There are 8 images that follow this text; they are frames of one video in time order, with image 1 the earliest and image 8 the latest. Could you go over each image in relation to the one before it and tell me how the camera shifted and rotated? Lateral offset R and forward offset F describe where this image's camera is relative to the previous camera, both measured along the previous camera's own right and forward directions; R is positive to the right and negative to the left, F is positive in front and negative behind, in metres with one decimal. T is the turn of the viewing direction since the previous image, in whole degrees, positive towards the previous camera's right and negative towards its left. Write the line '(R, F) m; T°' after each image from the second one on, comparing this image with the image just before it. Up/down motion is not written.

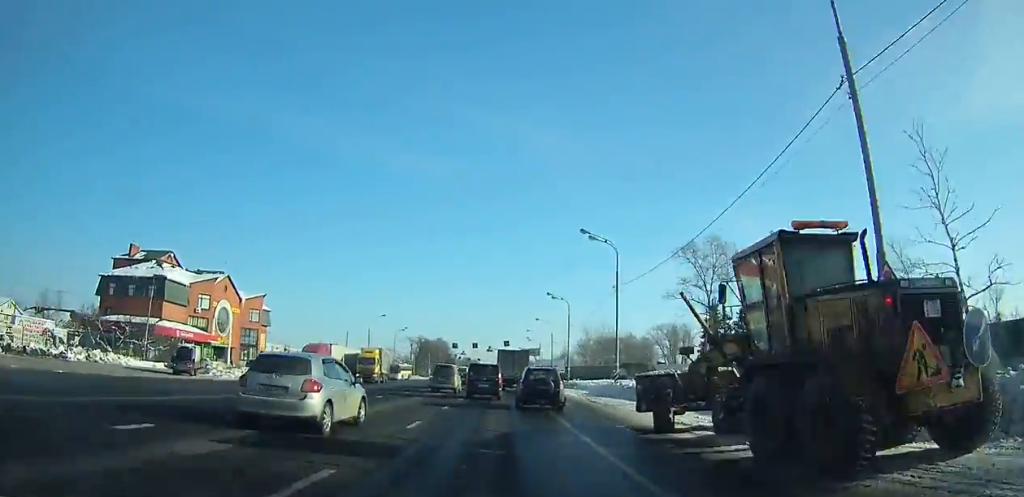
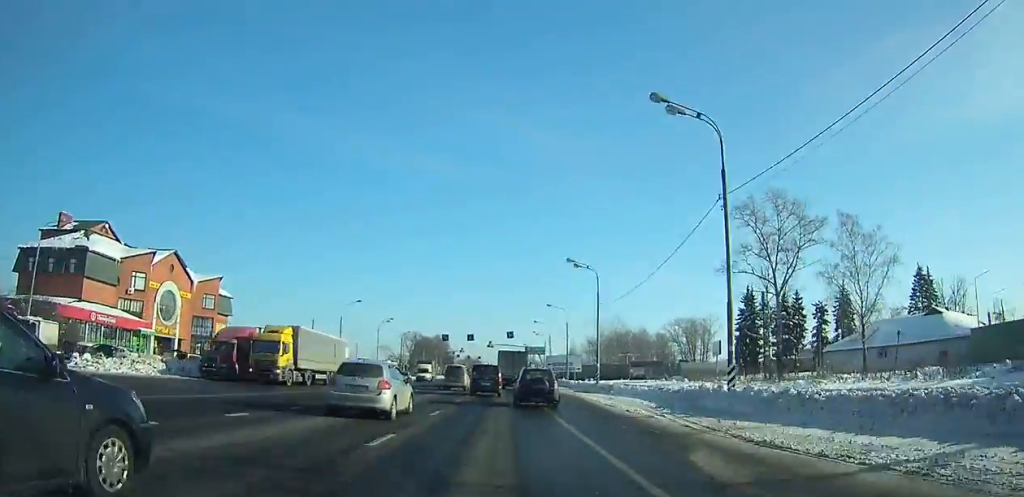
(+0.1, +20.0) m; 0°
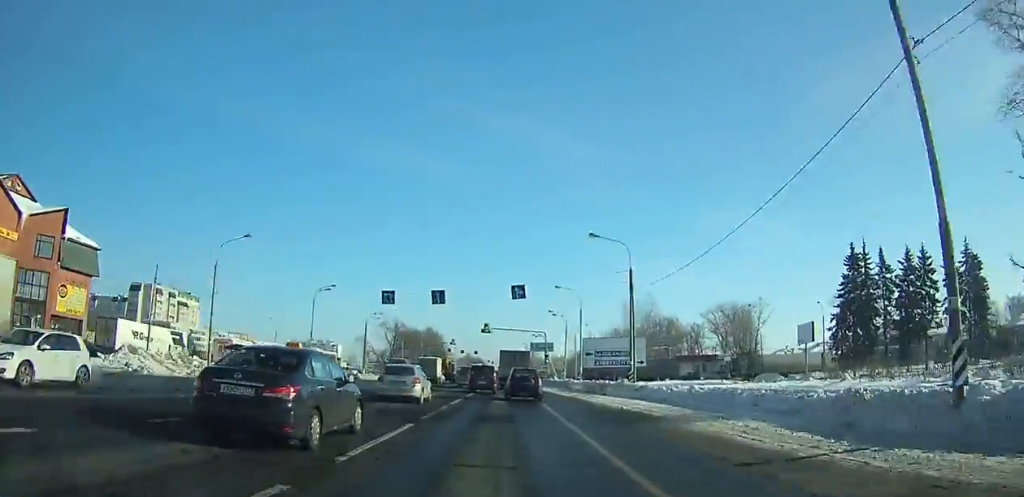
(-0.3, +39.9) m; -1°
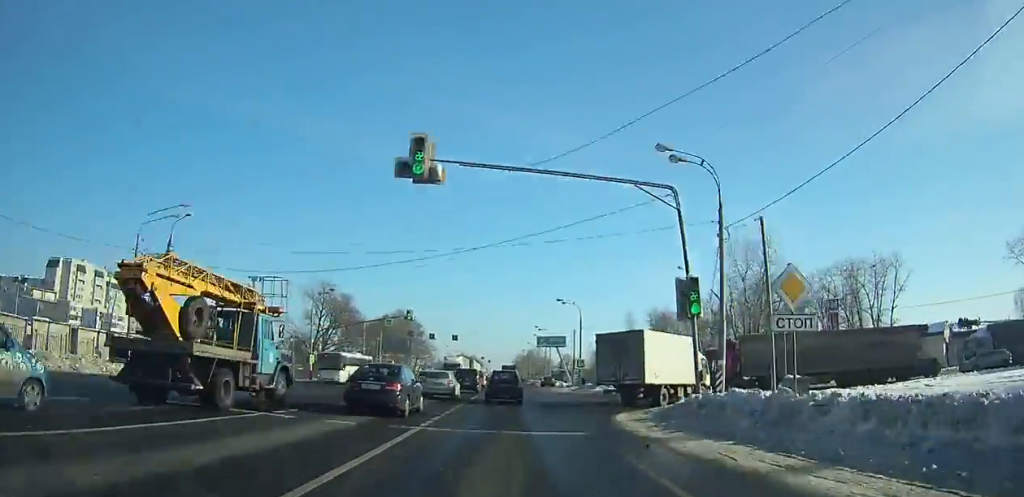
(-0.2, +64.4) m; 0°
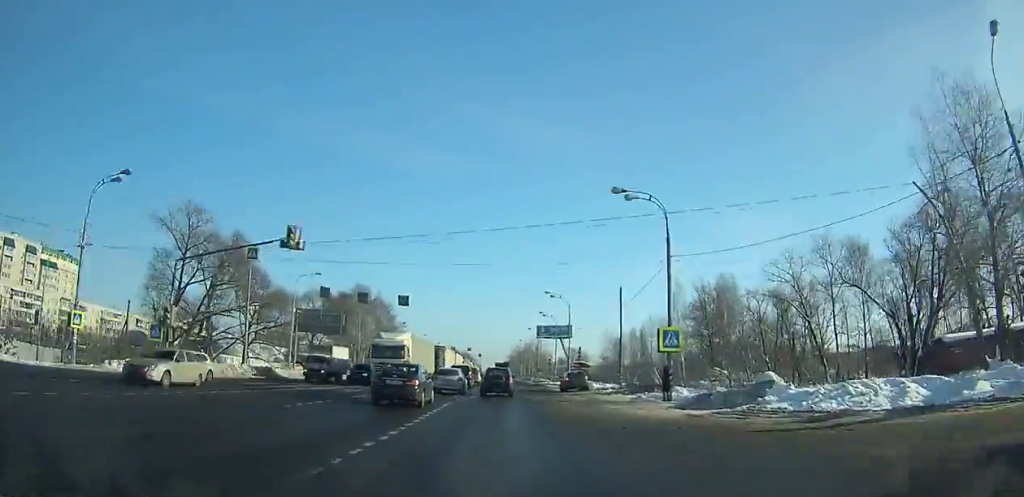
(+0.2, +42.0) m; -1°
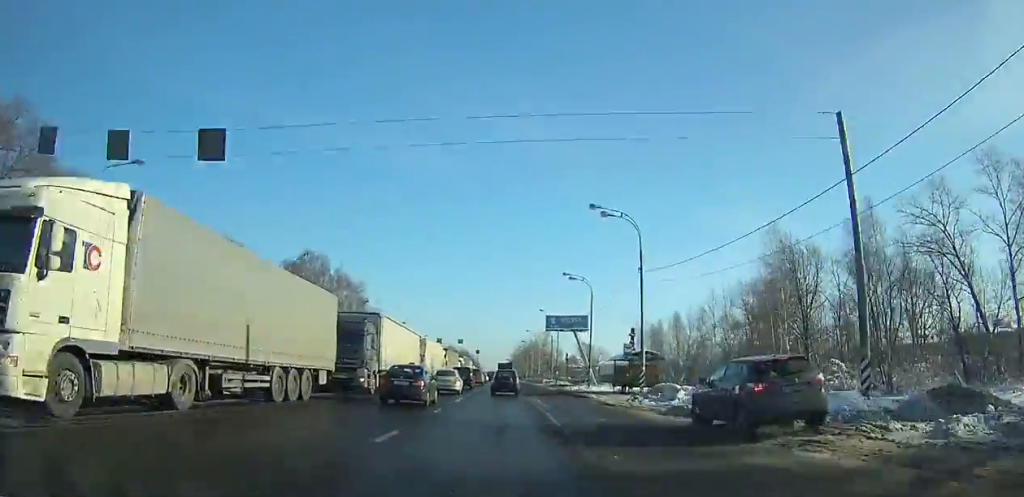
(-0.4, +34.9) m; -1°
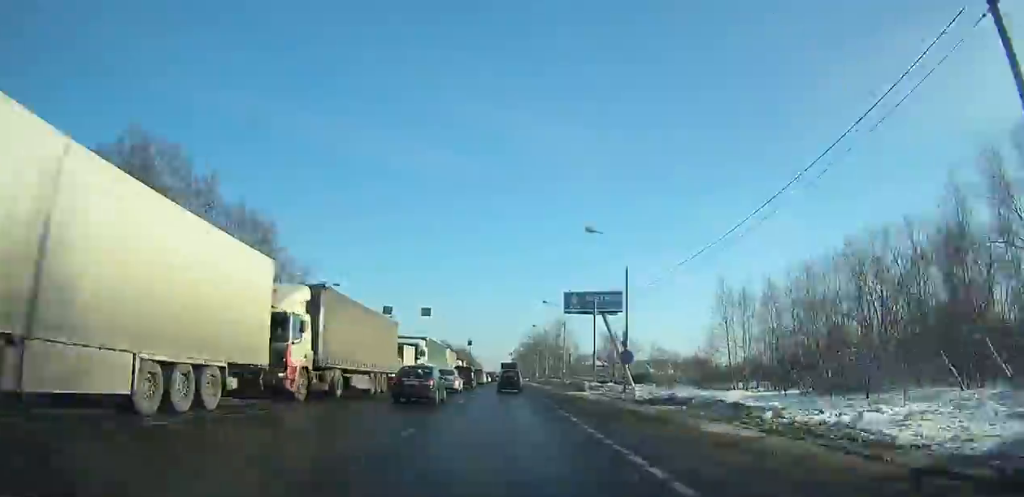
(-0.2, +48.1) m; 0°
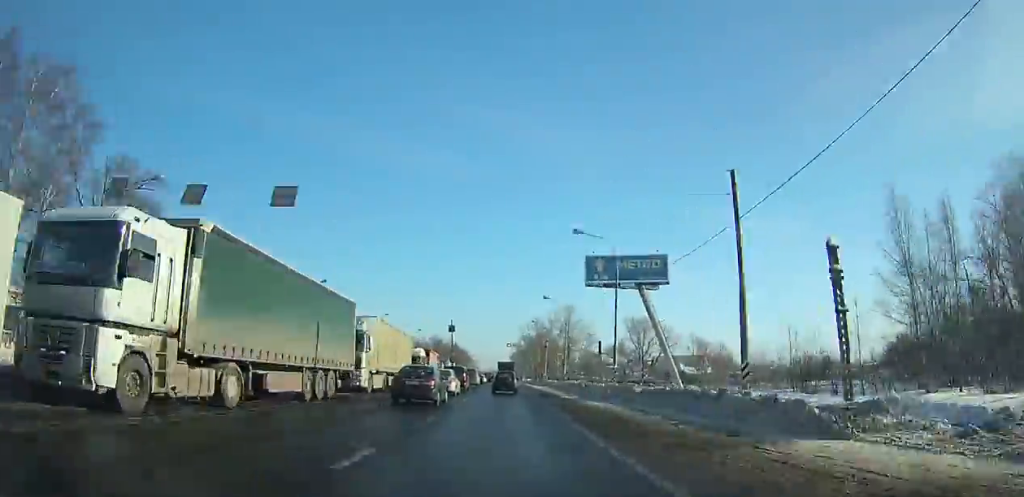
(+0.1, +35.3) m; +3°
